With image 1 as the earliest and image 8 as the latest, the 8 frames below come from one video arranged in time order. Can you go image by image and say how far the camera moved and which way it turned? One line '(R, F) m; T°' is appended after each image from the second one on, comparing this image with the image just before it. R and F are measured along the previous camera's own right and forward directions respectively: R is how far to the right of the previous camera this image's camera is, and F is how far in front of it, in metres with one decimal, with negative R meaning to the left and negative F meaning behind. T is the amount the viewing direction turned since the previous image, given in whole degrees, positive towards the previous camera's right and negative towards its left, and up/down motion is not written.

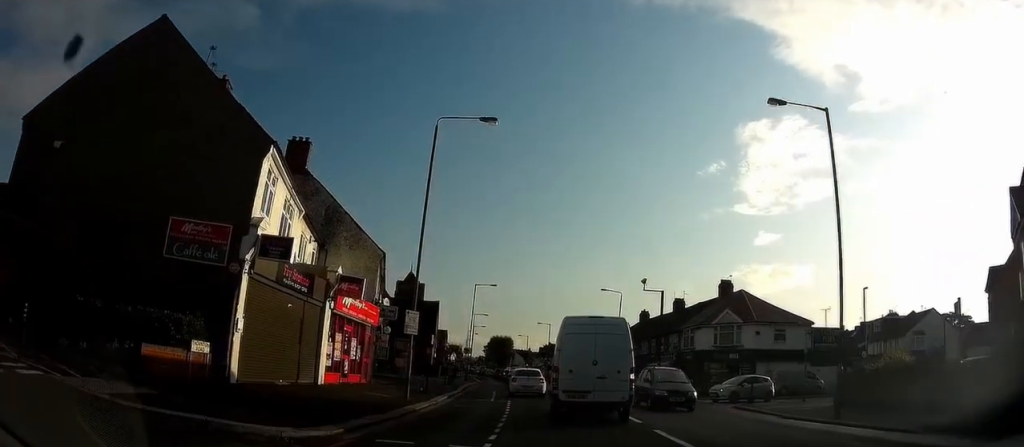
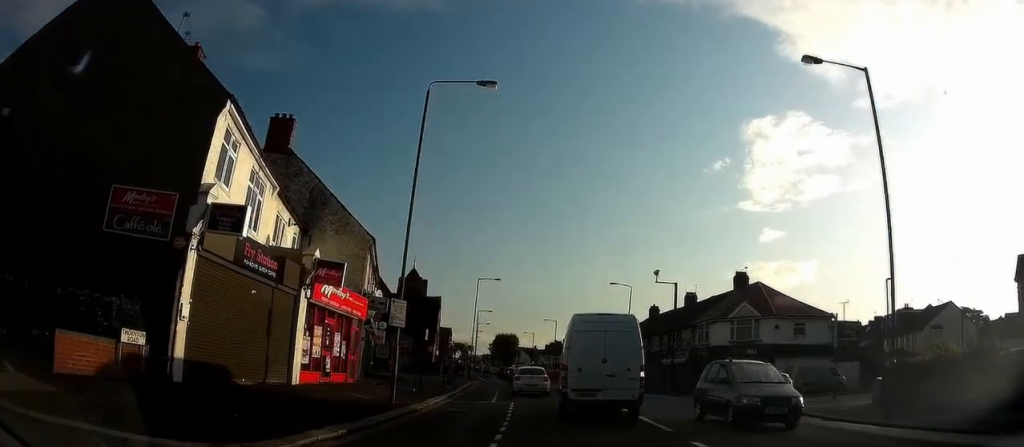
(+0.2, +2.5) m; 0°
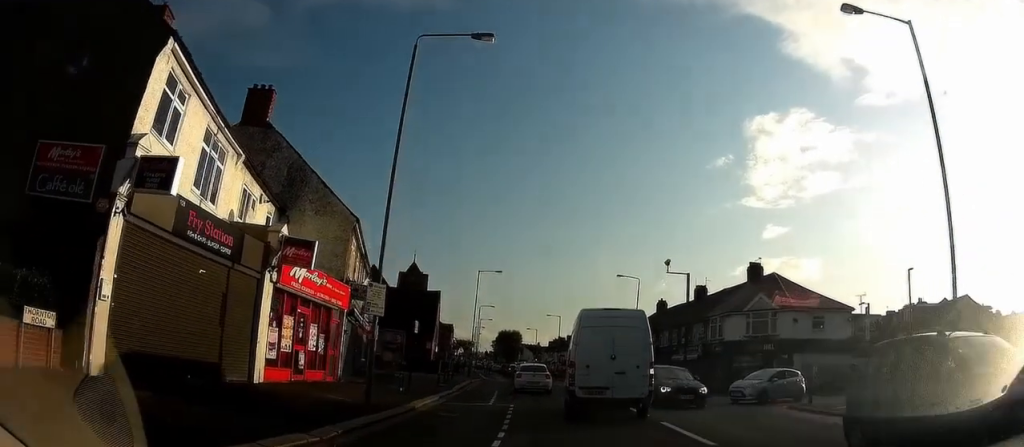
(-0.1, +2.6) m; -2°
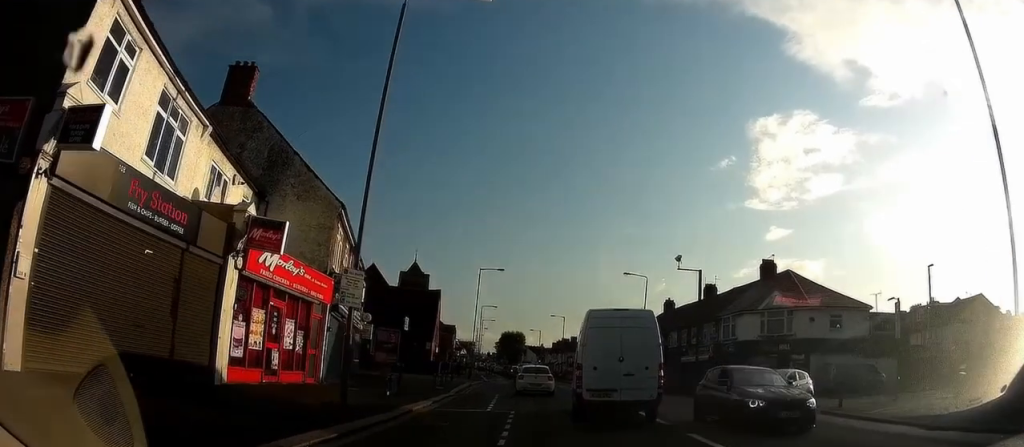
(-0.1, +2.1) m; -2°
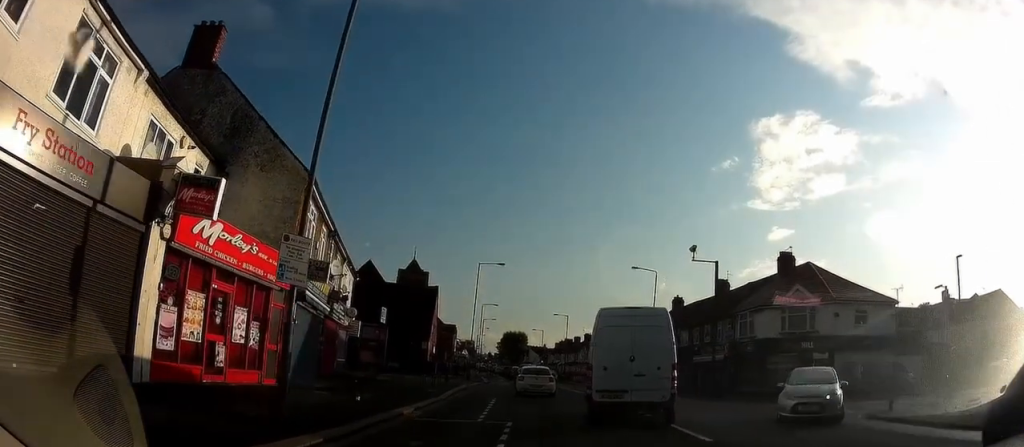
(0.0, +3.1) m; 0°
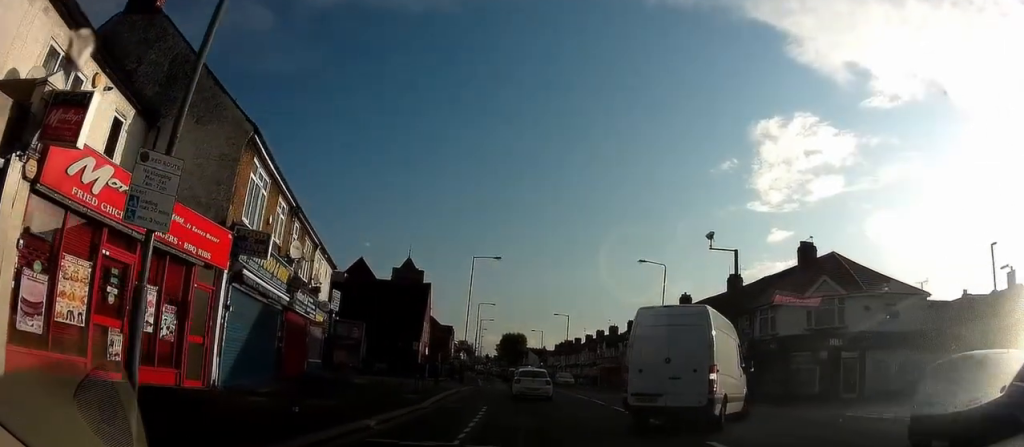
(0.0, +3.8) m; 0°
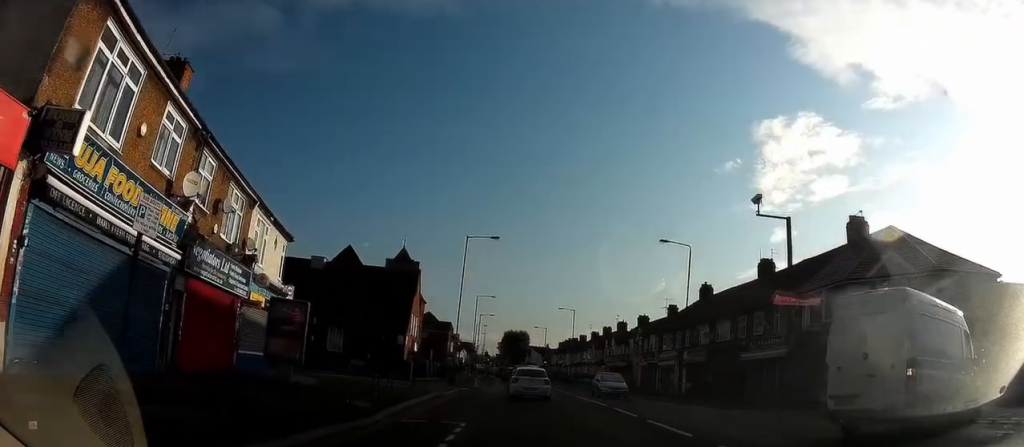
(0.0, +6.4) m; -1°
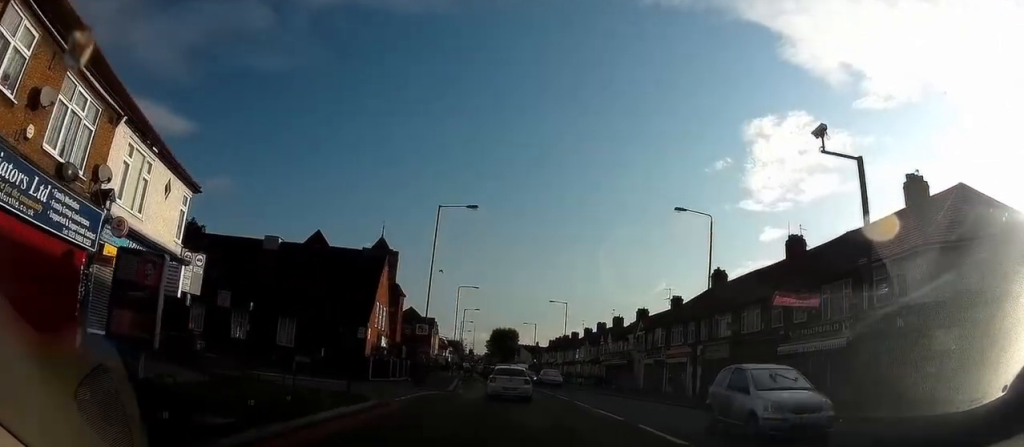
(+0.1, +7.2) m; +3°
